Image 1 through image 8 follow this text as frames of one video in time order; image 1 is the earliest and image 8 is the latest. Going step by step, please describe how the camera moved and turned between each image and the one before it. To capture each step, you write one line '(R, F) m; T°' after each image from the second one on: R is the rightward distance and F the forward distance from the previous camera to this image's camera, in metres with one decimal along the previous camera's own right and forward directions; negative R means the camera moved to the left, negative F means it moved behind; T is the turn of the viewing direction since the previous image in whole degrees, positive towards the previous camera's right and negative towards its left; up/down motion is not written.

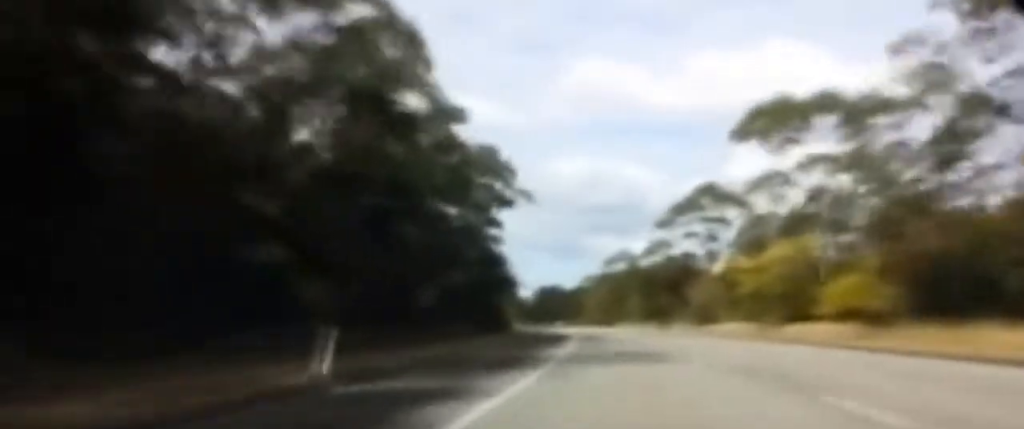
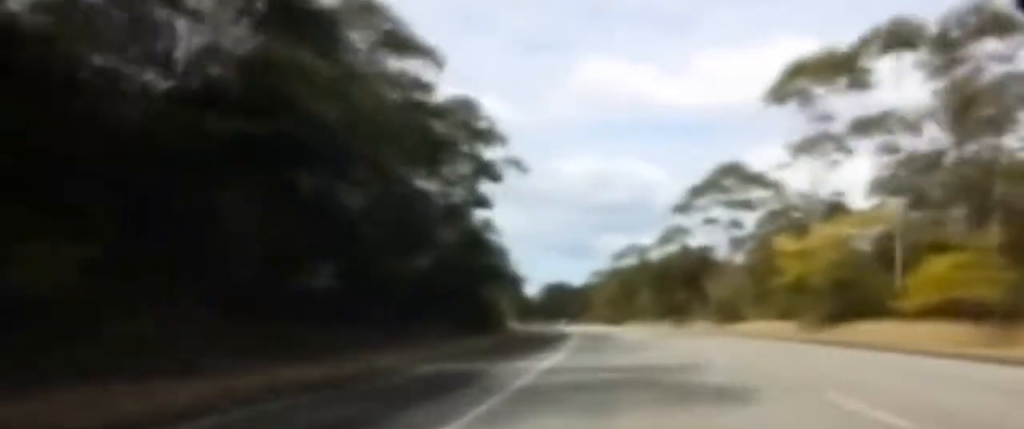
(0.0, +11.9) m; -1°
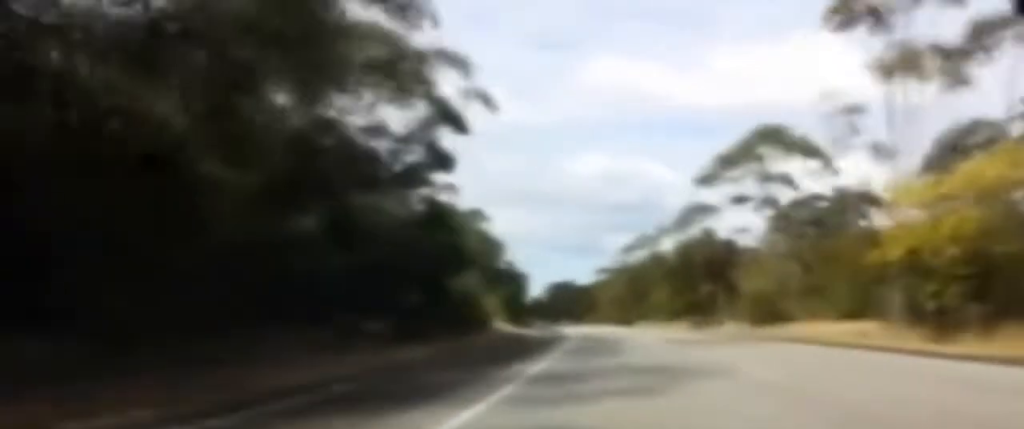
(+0.1, +16.5) m; -1°
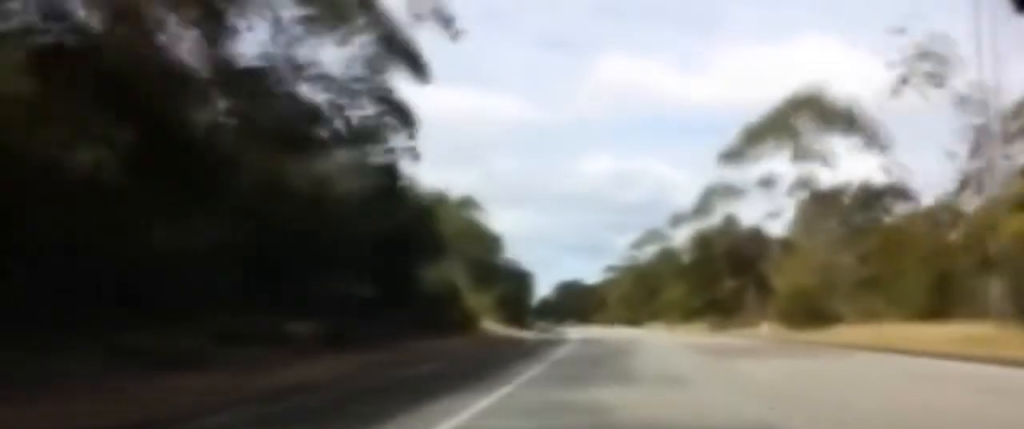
(-0.2, +11.0) m; -1°
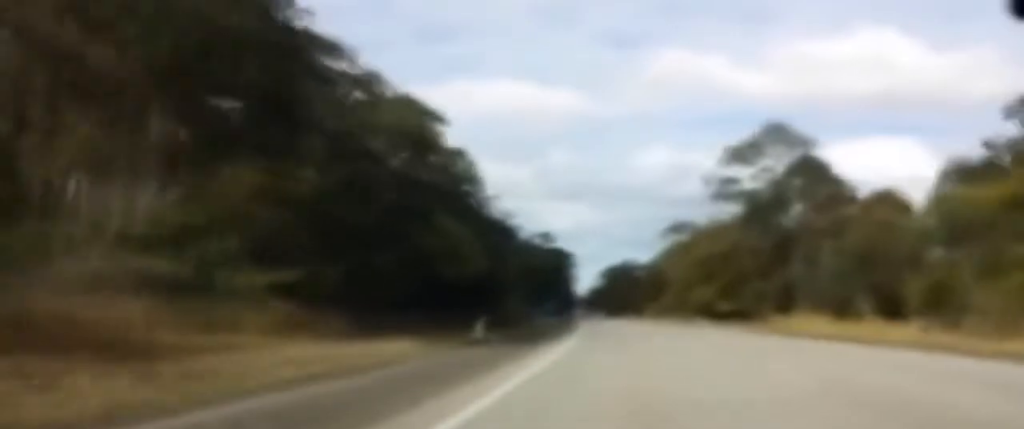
(-1.9, +74.6) m; -3°
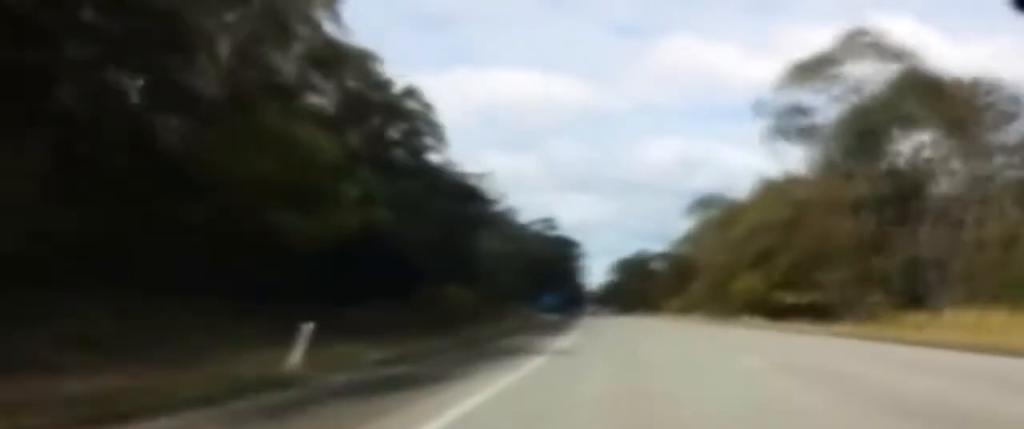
(-0.6, +21.3) m; -1°
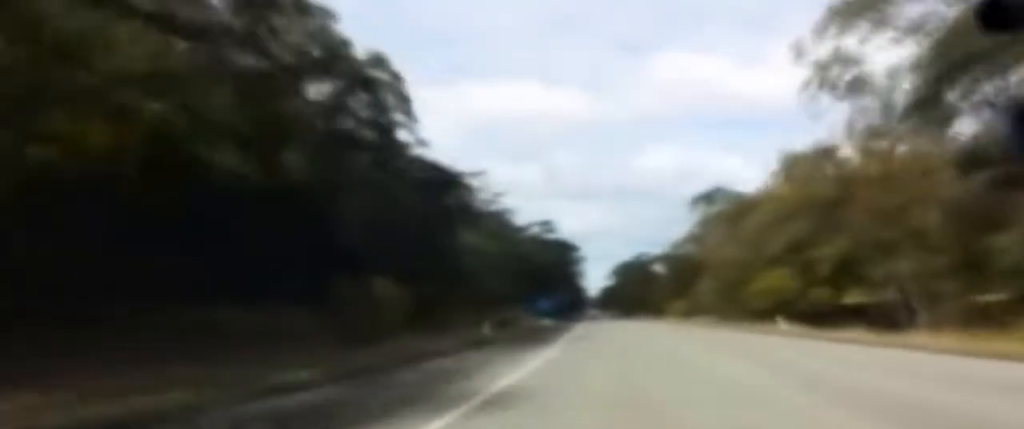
(0.0, +12.0) m; 0°
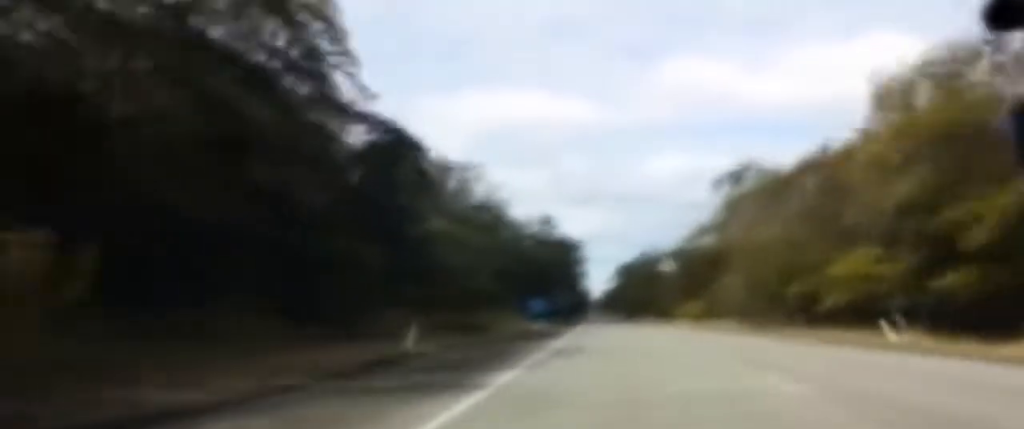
(+0.2, +15.7) m; 0°
